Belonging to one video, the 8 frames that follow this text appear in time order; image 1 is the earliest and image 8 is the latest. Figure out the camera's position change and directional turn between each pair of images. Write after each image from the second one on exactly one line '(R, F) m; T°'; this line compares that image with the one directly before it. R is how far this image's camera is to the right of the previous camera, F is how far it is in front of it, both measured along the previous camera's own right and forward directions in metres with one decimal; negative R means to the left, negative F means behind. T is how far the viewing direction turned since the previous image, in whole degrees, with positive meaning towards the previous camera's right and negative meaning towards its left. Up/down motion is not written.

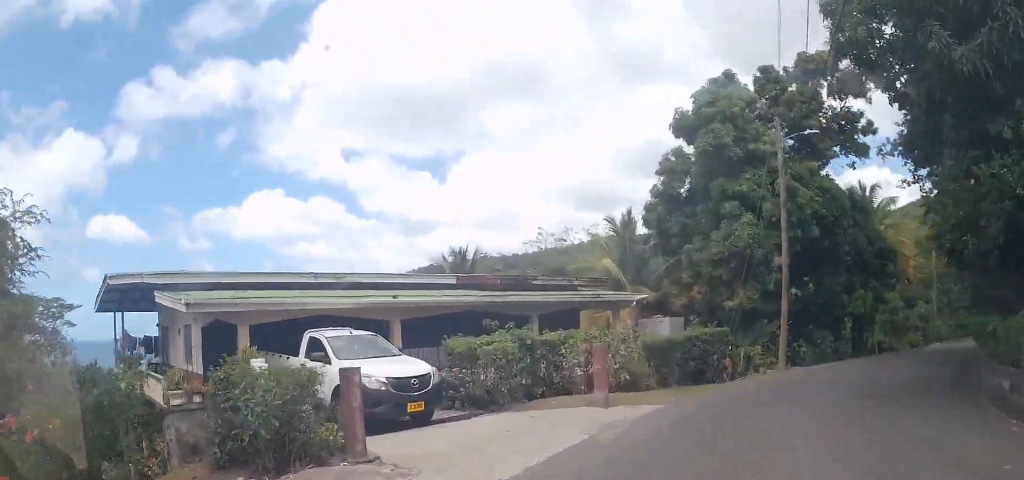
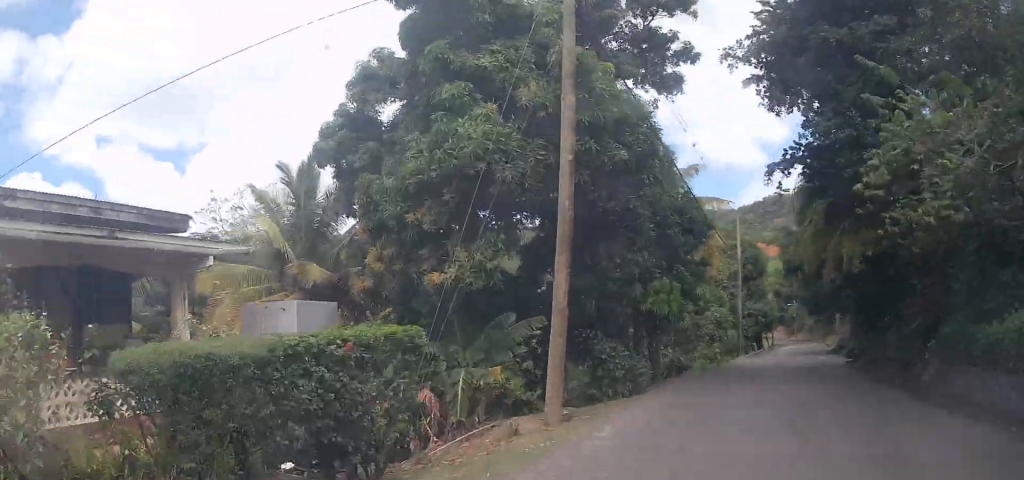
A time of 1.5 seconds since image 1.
(+2.7, +11.4) m; +21°
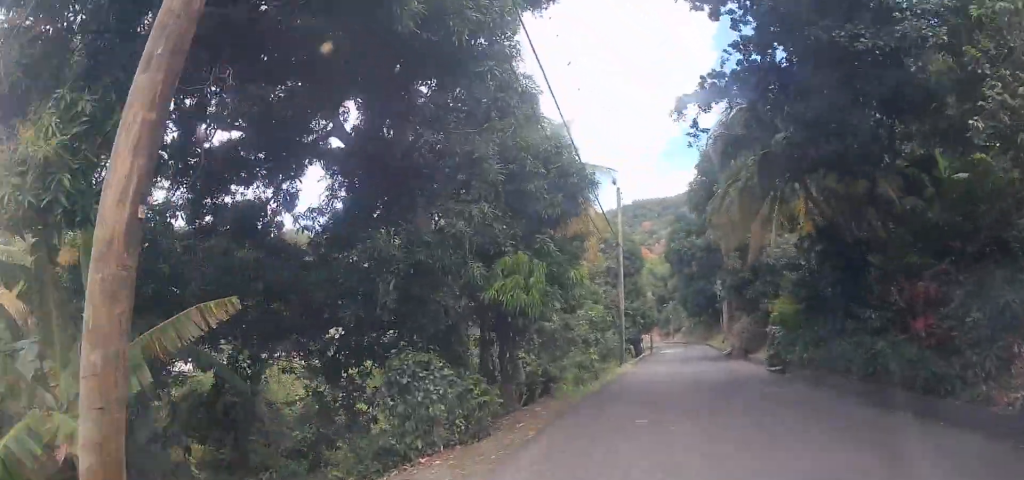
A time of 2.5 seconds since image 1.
(+0.6, +7.1) m; +9°
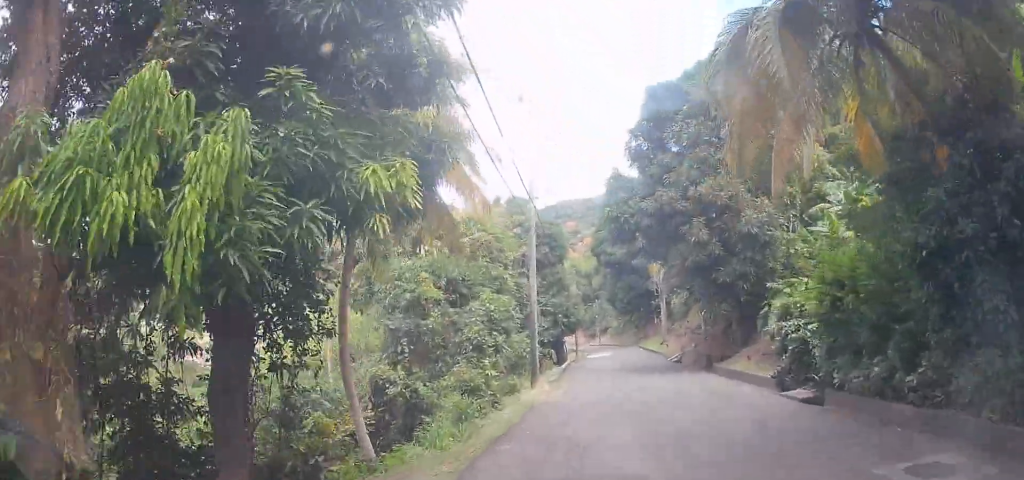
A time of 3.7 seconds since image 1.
(+0.8, +9.8) m; 0°
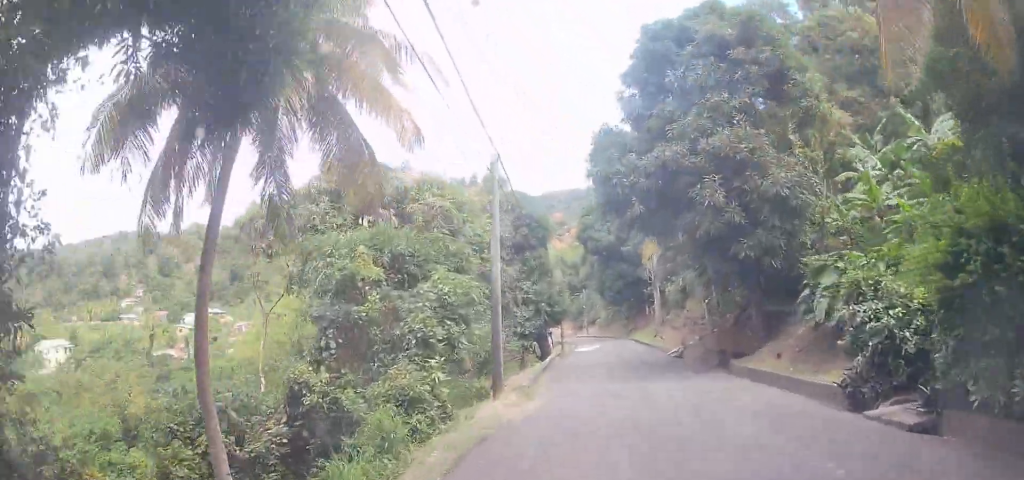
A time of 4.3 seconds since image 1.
(-0.4, +4.9) m; -1°
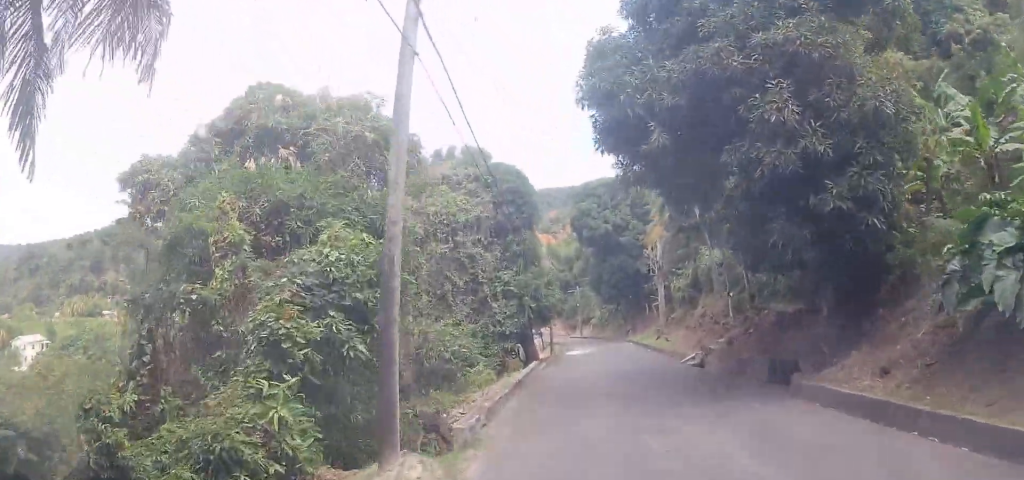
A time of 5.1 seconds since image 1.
(-0.3, +6.6) m; +2°
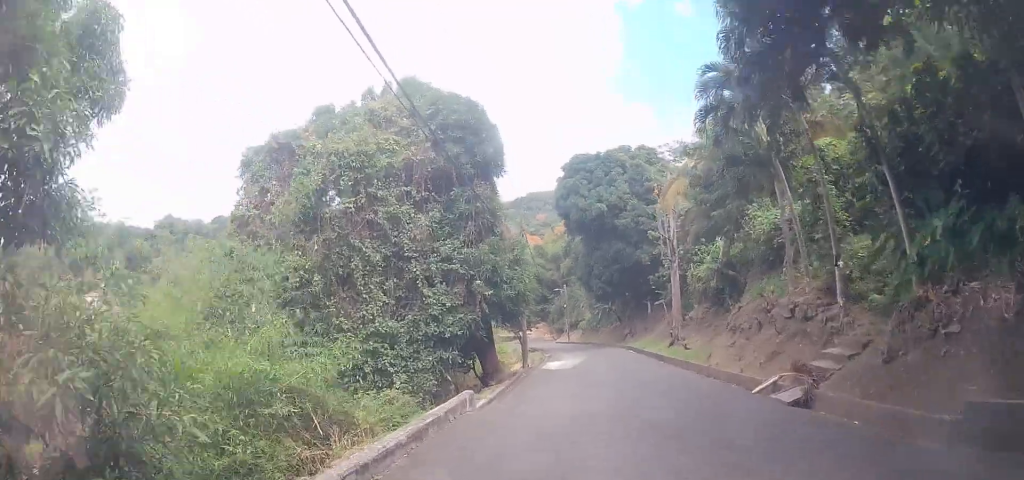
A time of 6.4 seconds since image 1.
(+1.1, +11.4) m; +10°
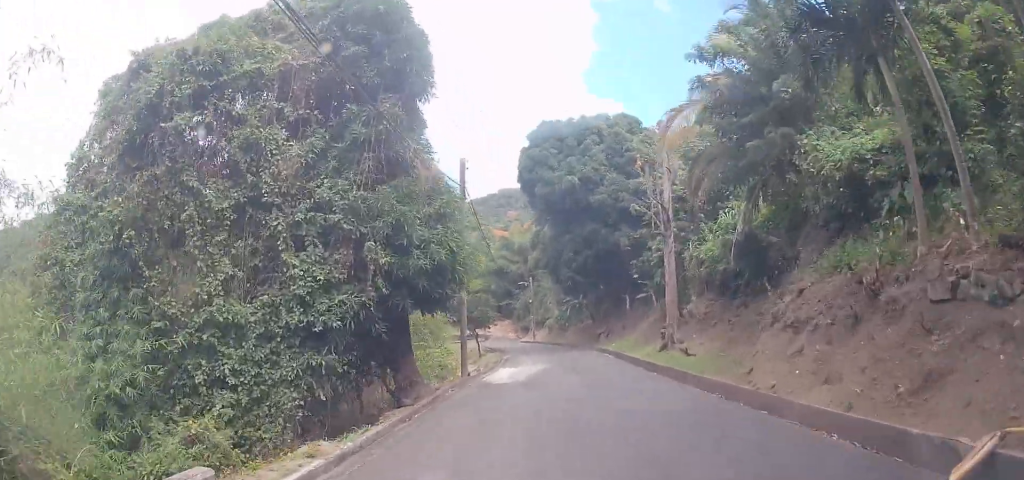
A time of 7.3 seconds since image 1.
(+0.5, +8.1) m; +5°
